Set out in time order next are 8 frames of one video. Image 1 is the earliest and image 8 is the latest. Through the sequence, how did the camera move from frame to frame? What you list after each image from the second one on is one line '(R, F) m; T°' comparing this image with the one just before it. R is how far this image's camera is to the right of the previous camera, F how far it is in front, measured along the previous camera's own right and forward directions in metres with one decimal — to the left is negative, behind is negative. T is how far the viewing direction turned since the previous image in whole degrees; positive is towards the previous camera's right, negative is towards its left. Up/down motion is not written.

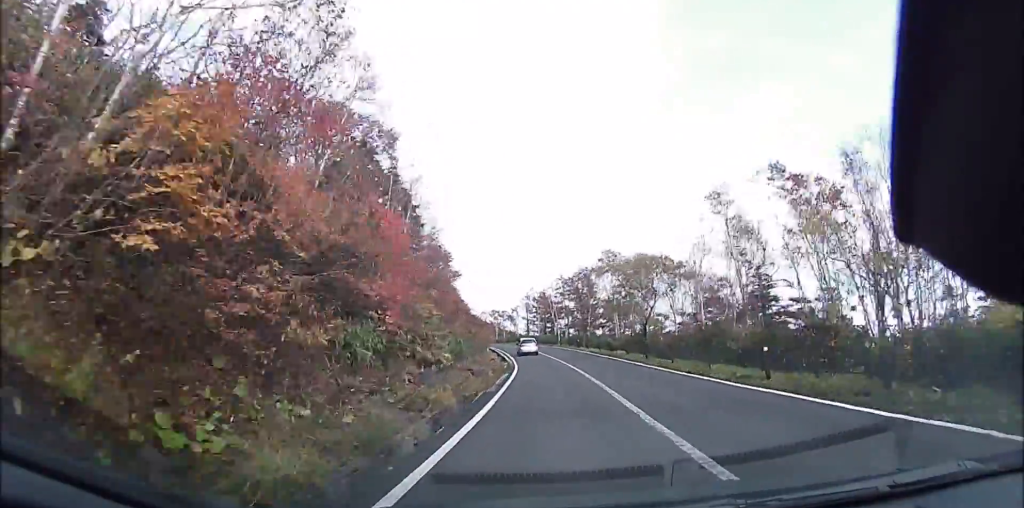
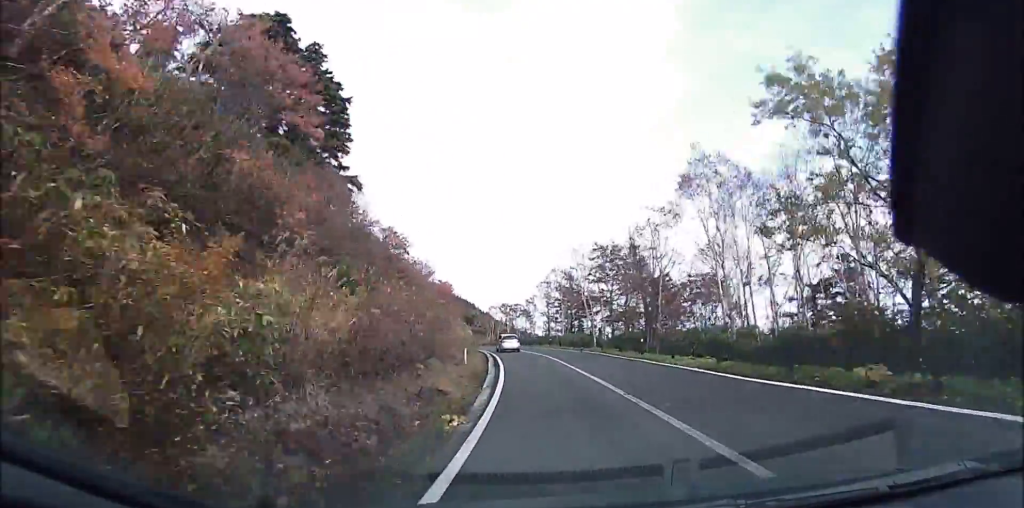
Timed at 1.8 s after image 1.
(-0.2, +21.0) m; -3°
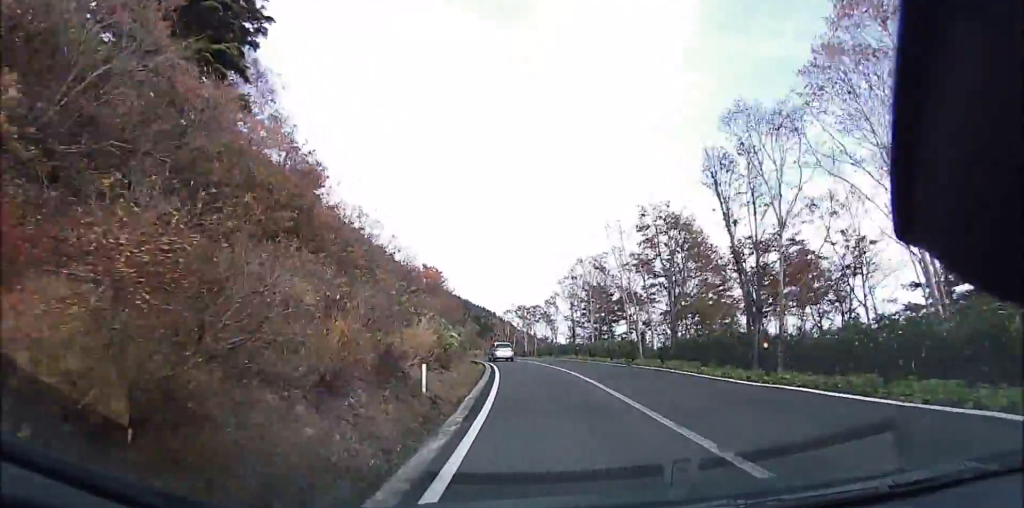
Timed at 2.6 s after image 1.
(-0.1, +10.3) m; -2°
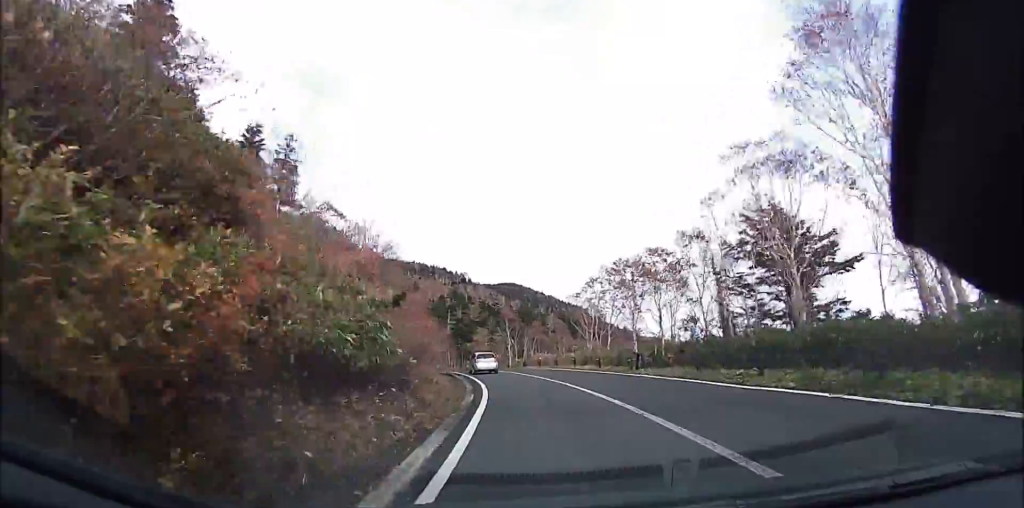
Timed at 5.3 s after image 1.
(-2.1, +30.0) m; -10°
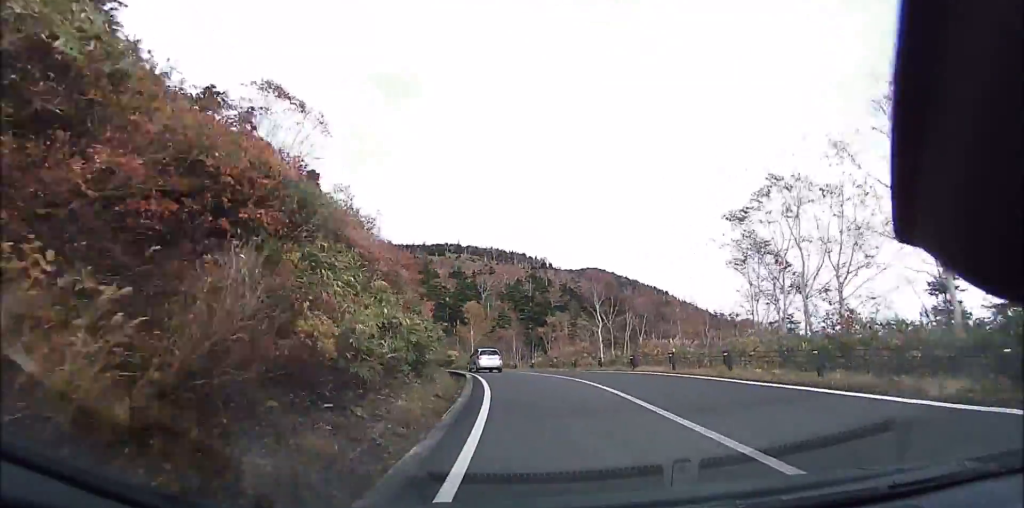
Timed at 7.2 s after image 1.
(-1.8, +20.8) m; -10°
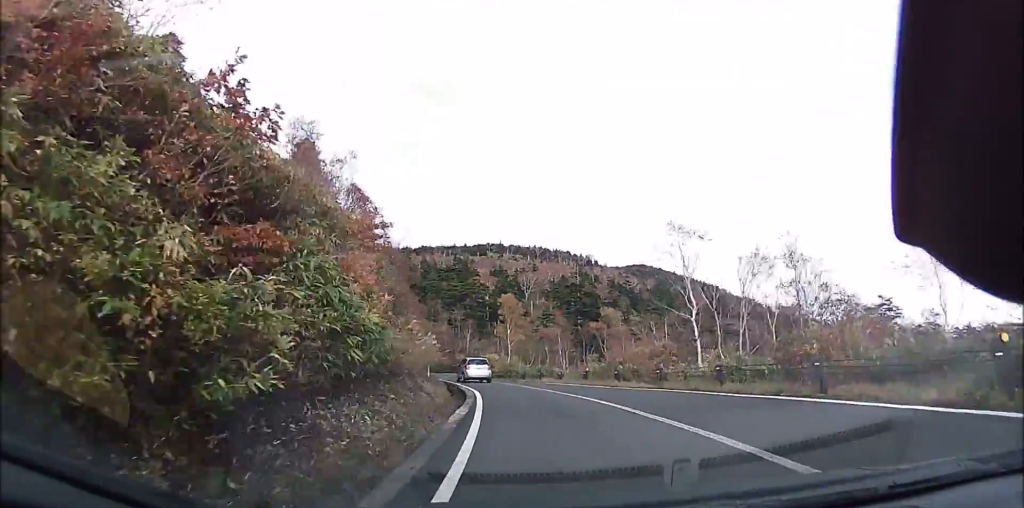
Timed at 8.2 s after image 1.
(-0.6, +11.3) m; -6°
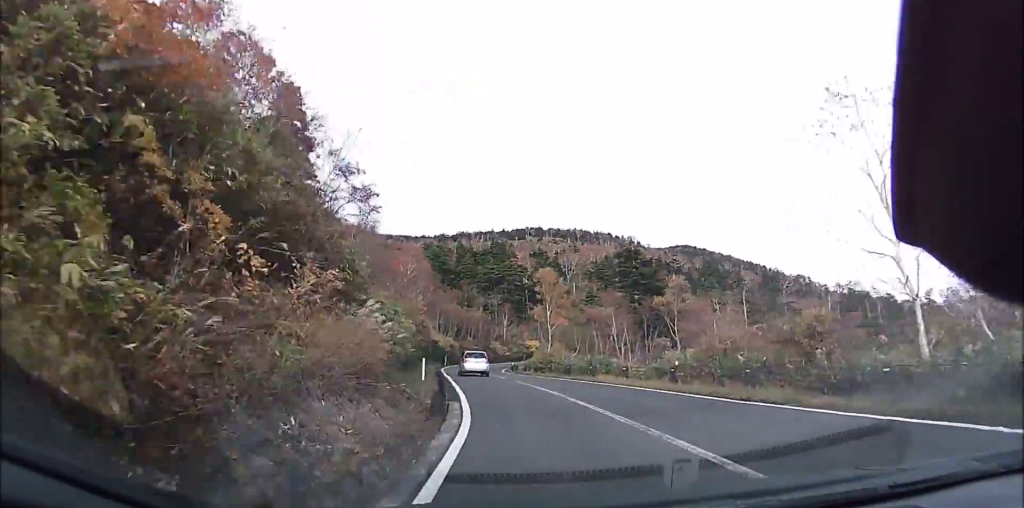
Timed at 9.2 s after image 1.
(-0.1, +9.9) m; -6°
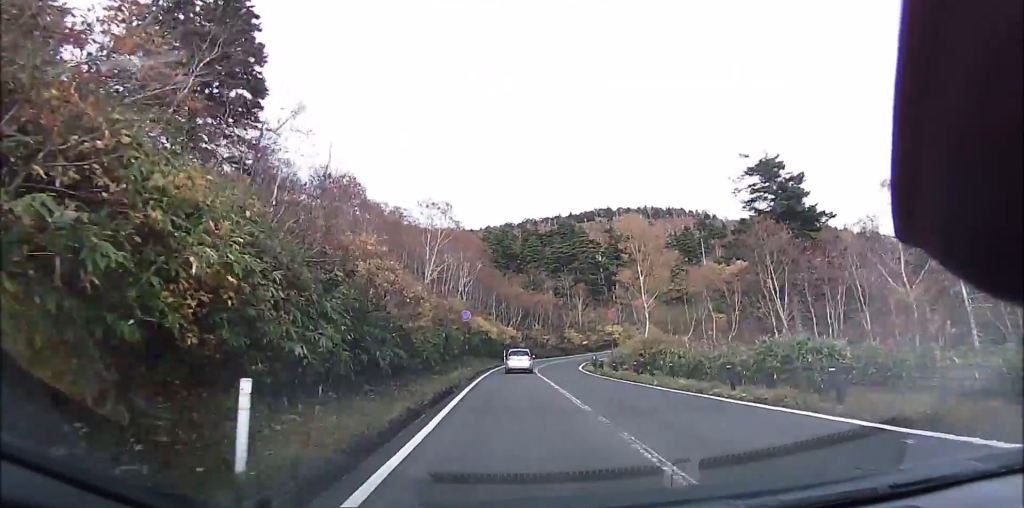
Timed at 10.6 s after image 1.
(-1.7, +14.2) m; -9°
